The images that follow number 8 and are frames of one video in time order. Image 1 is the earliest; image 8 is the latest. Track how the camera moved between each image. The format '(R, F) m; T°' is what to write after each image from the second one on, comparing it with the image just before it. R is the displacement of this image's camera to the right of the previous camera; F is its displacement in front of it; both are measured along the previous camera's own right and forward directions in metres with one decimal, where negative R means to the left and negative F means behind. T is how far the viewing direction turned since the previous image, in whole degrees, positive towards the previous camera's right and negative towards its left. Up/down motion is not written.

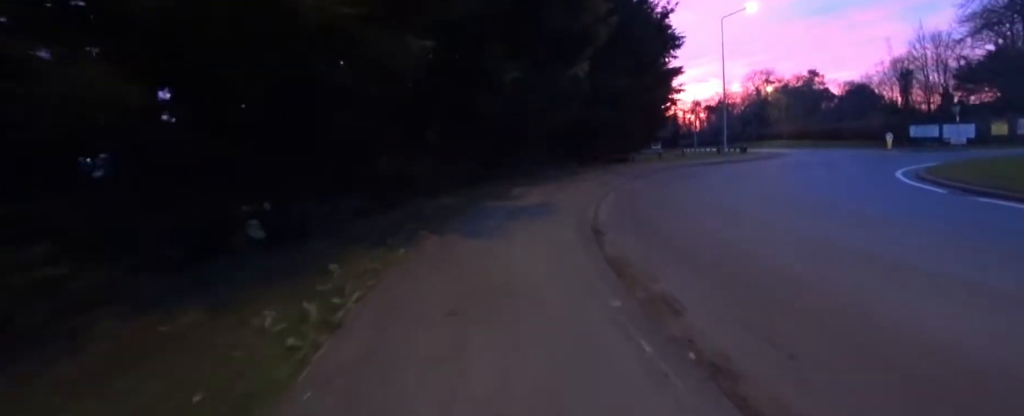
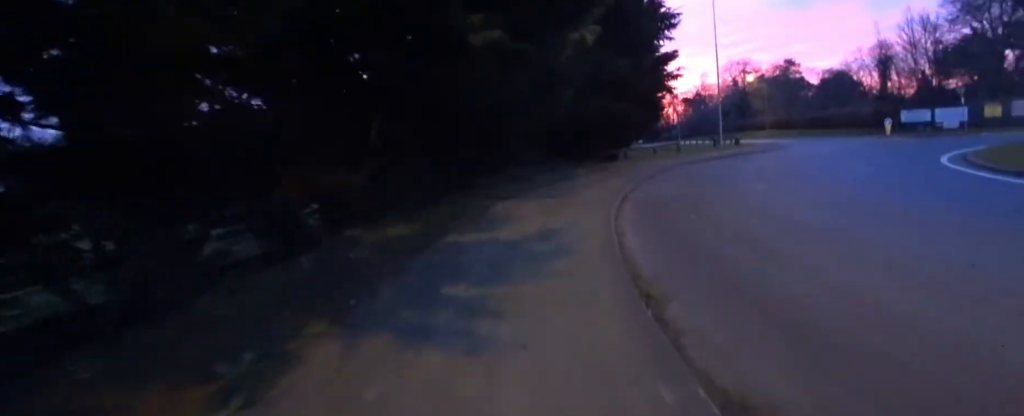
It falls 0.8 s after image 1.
(0.0, +2.9) m; 0°
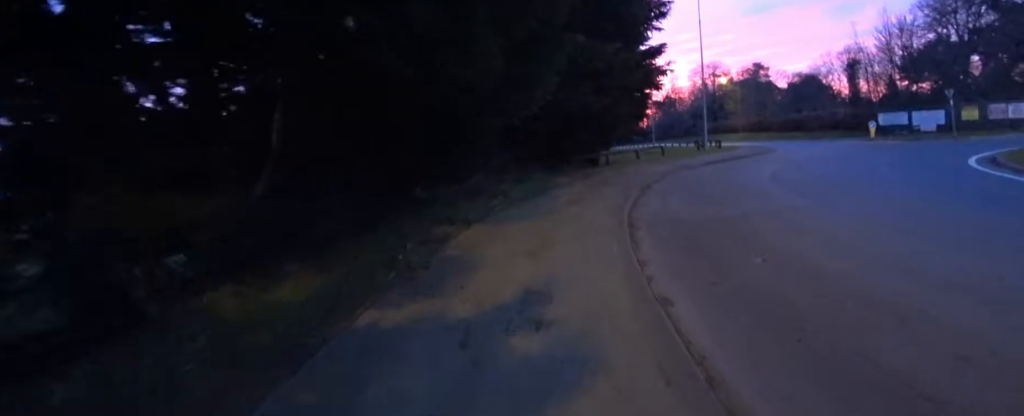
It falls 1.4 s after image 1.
(0.0, +2.5) m; +1°
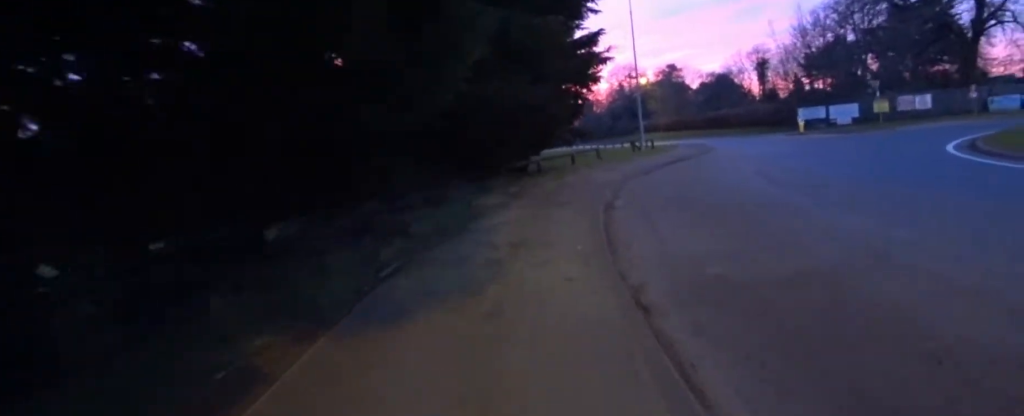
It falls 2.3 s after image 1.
(+0.1, +3.4) m; +14°
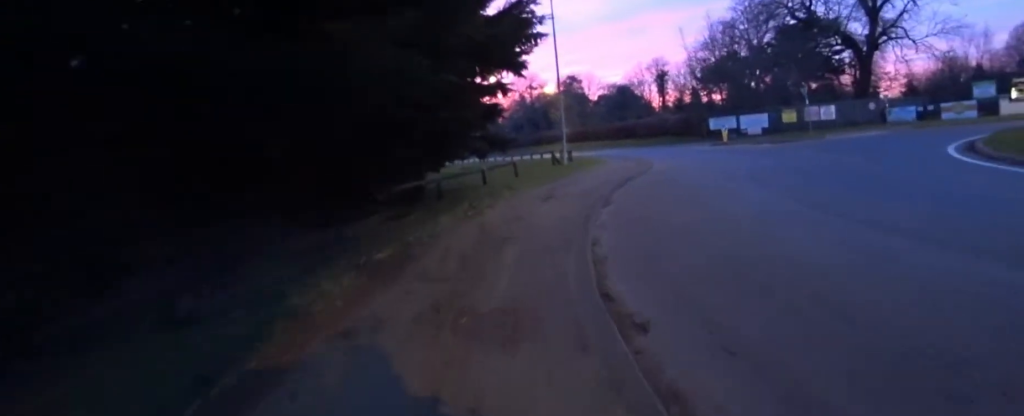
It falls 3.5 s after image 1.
(+1.3, +4.7) m; +5°
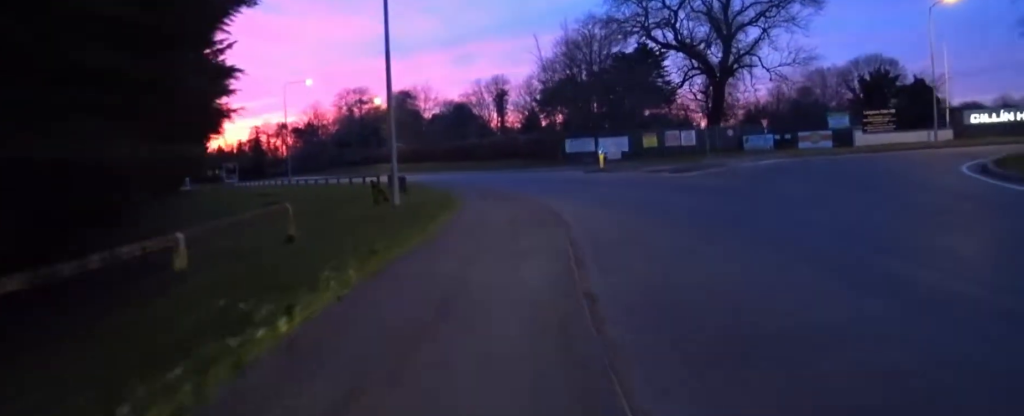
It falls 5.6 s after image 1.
(+1.2, +7.5) m; +26°
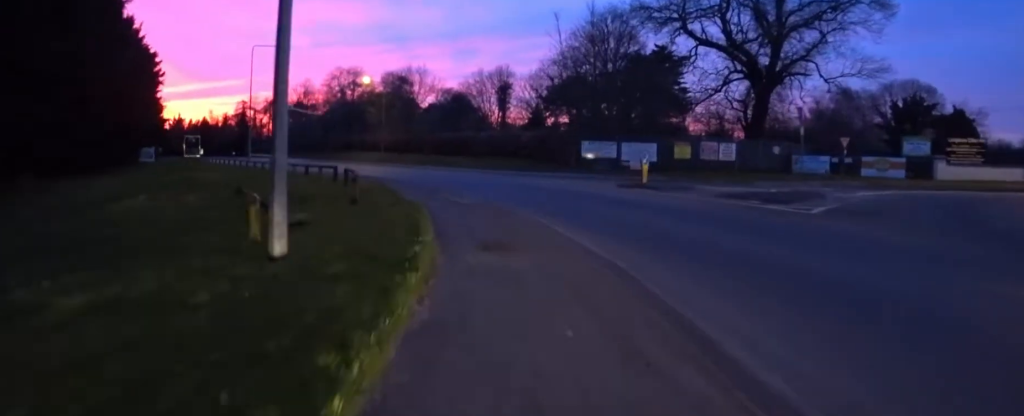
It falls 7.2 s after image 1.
(-1.0, +7.0) m; -8°
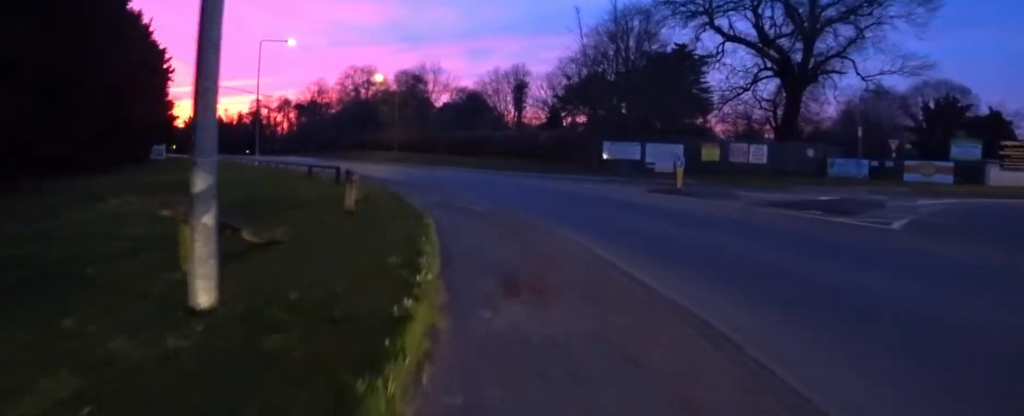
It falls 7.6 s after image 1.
(0.0, +1.8) m; 0°
